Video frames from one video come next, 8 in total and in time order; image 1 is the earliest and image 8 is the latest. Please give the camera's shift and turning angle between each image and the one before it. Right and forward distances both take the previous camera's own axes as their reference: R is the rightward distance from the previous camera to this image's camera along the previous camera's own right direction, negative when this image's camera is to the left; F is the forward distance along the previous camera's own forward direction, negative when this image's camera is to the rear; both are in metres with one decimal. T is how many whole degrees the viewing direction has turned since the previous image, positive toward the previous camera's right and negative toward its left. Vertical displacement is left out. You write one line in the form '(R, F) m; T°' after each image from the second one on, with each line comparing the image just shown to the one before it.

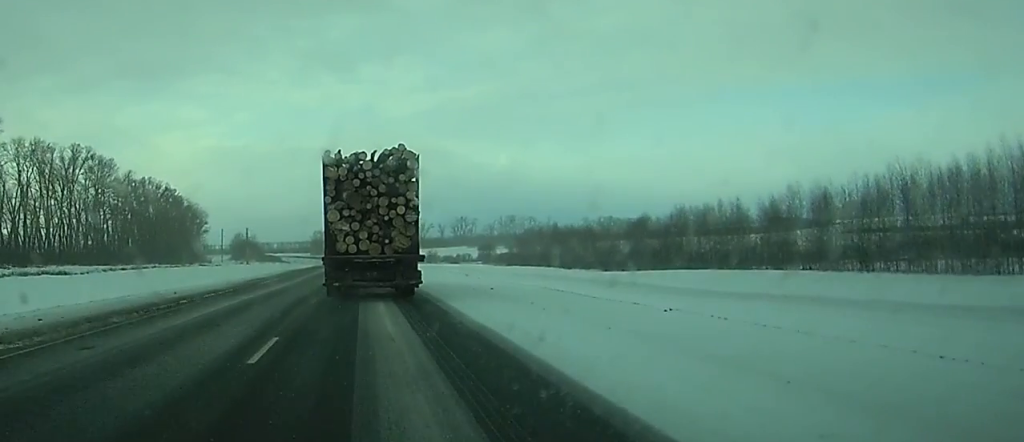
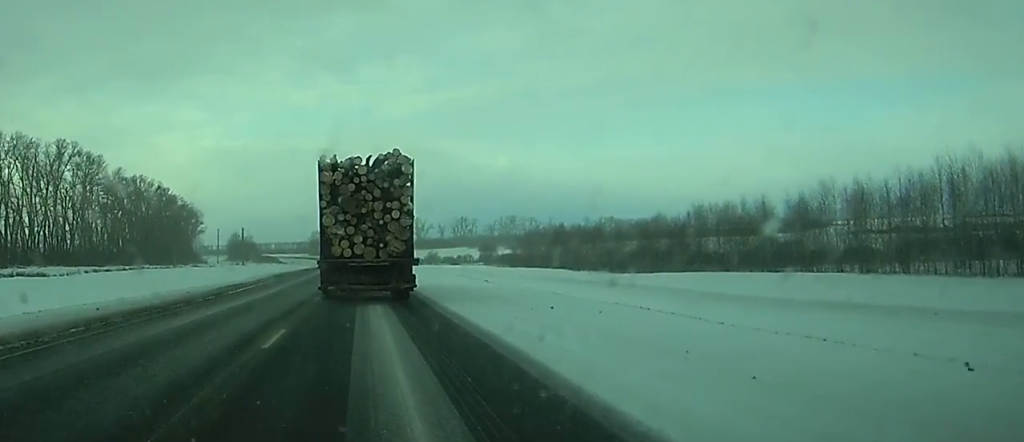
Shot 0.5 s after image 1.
(0.0, +9.9) m; 0°
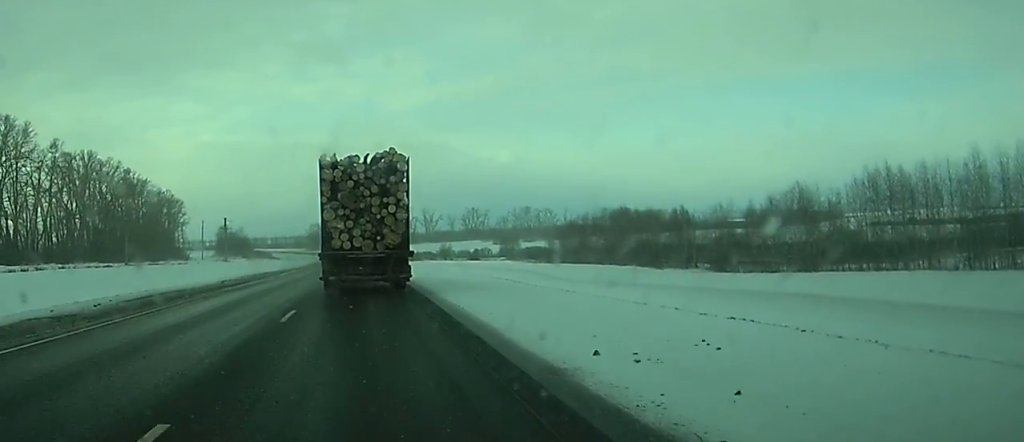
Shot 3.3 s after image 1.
(-0.1, +56.2) m; 0°
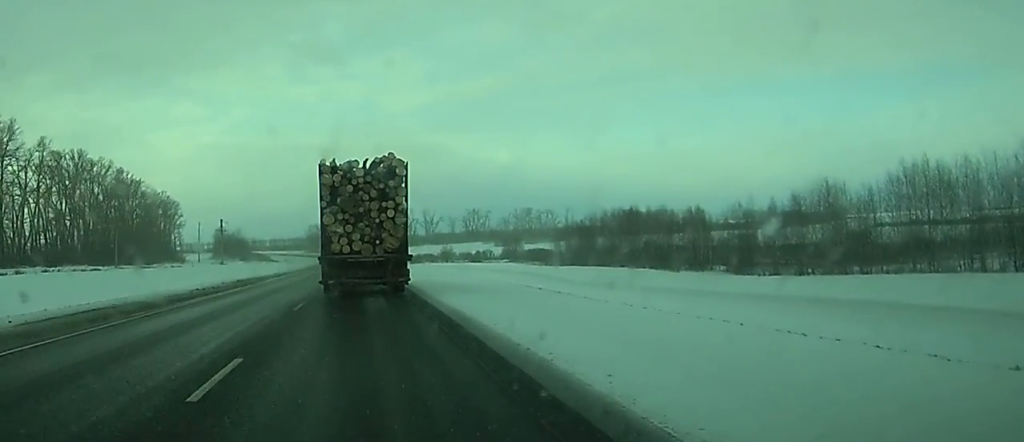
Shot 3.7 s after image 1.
(0.0, +7.8) m; 0°
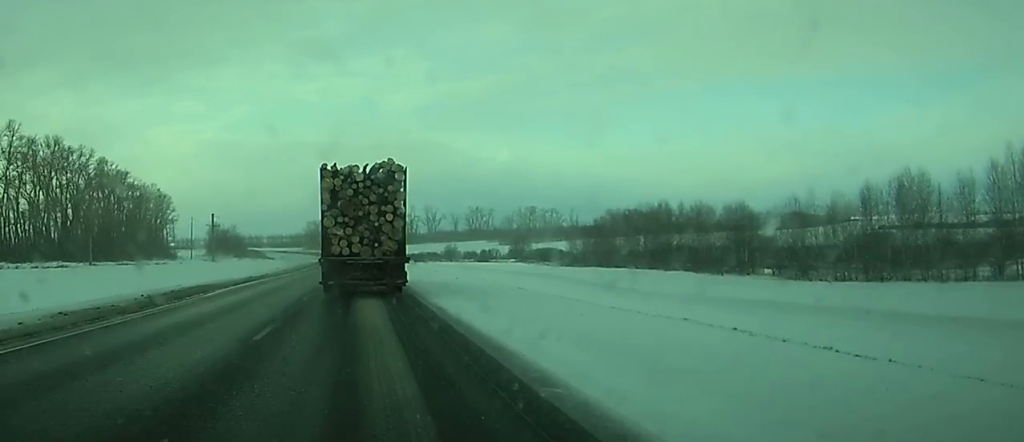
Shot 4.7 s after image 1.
(+0.1, +17.9) m; 0°
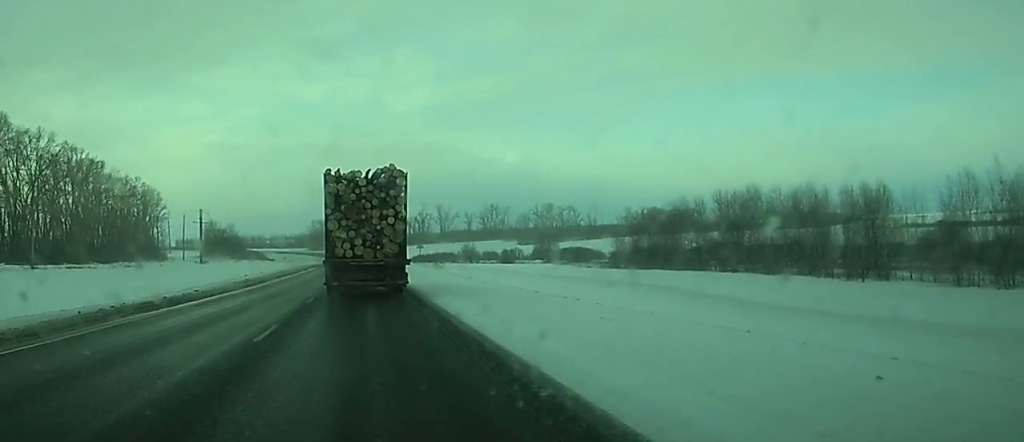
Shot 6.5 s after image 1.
(0.0, +31.5) m; 0°
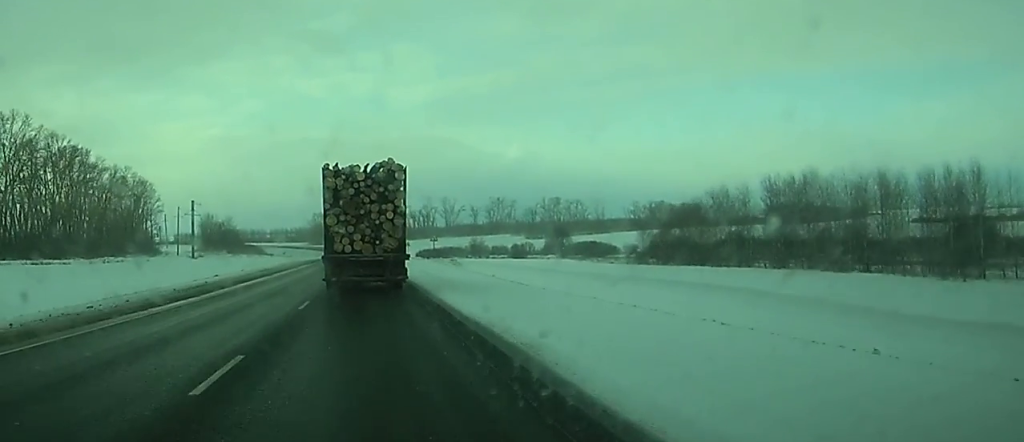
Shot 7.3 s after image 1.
(0.0, +12.8) m; 0°
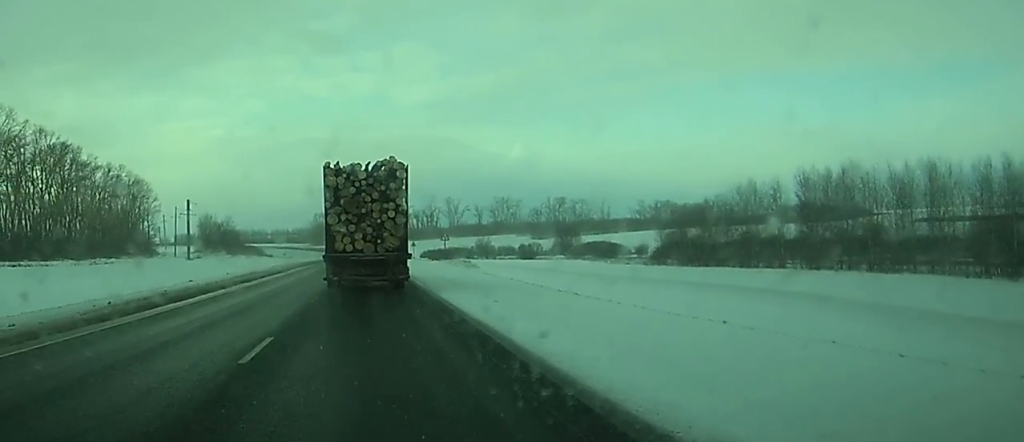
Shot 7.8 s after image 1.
(0.0, +7.0) m; 0°
